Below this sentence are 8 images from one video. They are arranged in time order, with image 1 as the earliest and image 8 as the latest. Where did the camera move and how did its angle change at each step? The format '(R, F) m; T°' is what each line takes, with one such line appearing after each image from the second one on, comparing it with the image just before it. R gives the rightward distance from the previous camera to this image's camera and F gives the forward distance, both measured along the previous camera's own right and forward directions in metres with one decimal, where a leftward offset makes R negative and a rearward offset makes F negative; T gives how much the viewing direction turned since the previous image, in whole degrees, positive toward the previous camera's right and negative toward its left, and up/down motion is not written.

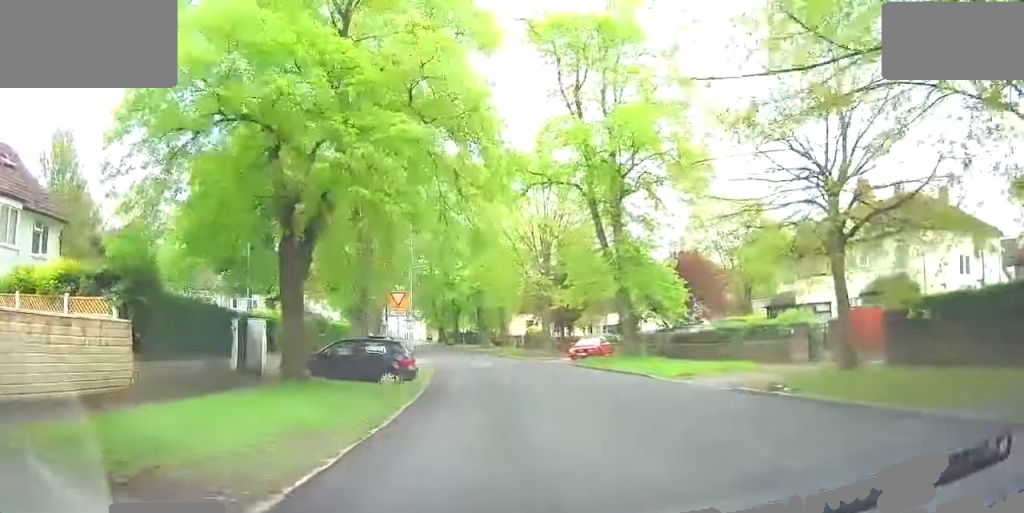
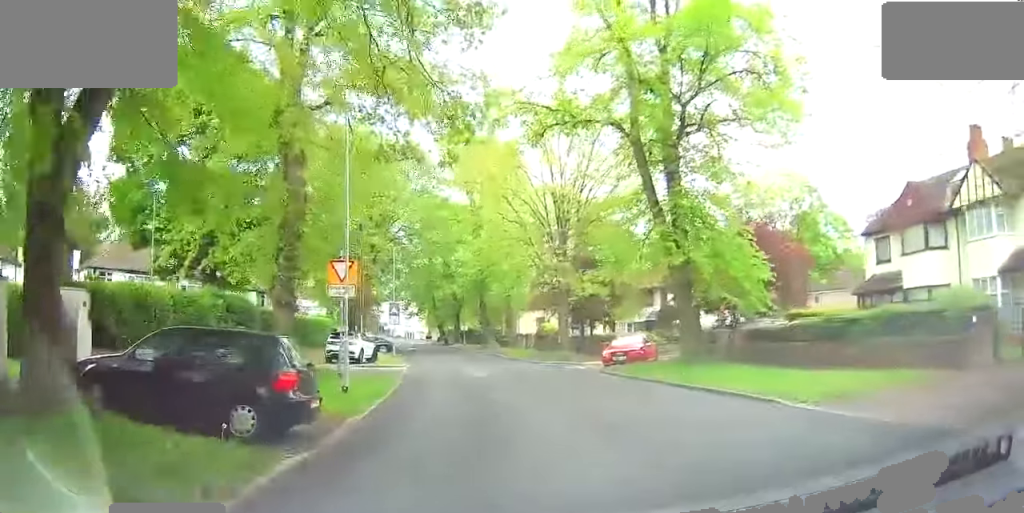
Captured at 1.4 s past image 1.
(+0.4, +9.2) m; +1°
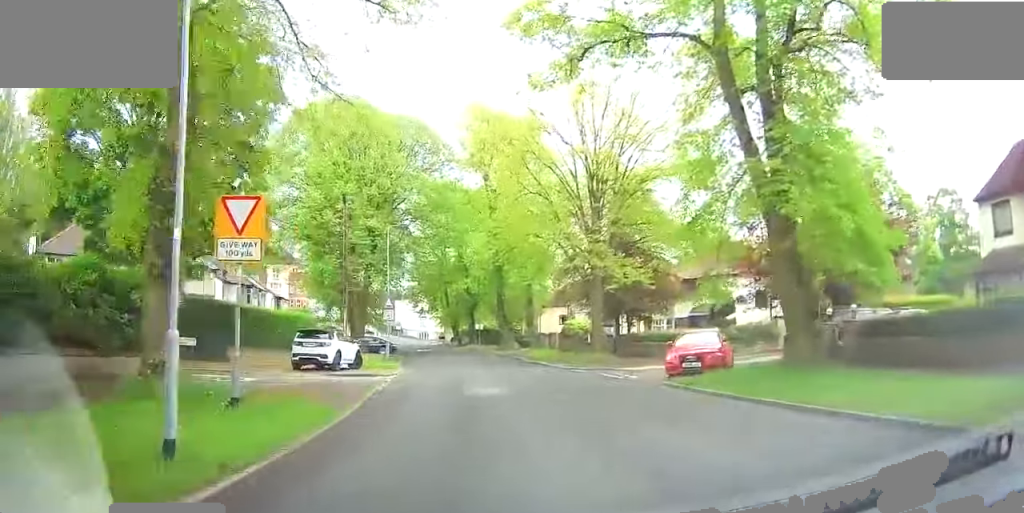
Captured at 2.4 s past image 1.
(-0.2, +7.0) m; -6°
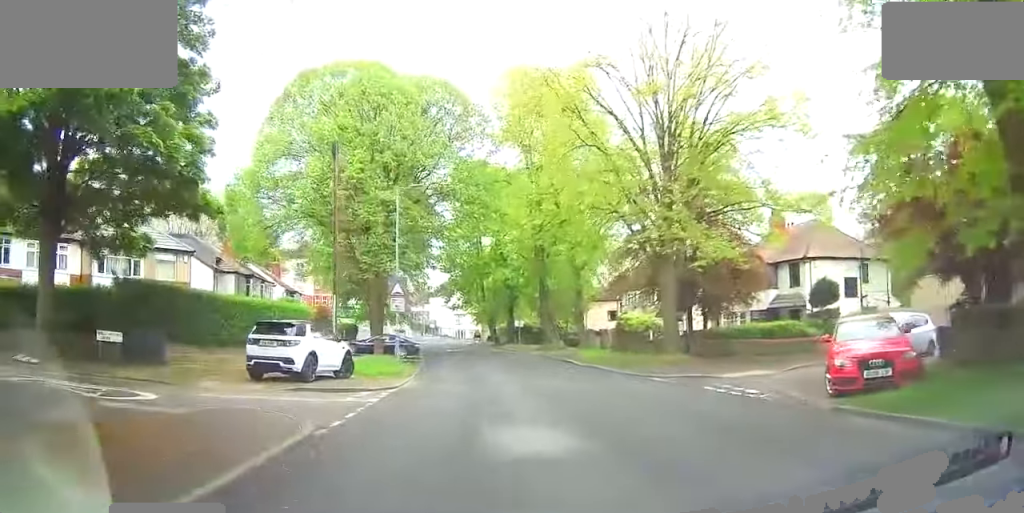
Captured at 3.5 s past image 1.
(-0.6, +6.8) m; -7°
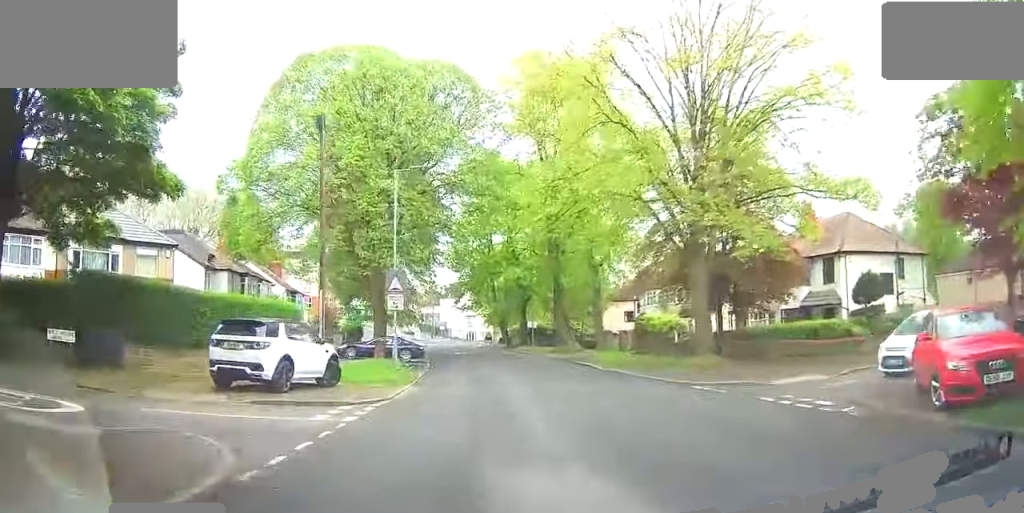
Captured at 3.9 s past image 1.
(0.0, +2.4) m; -1°
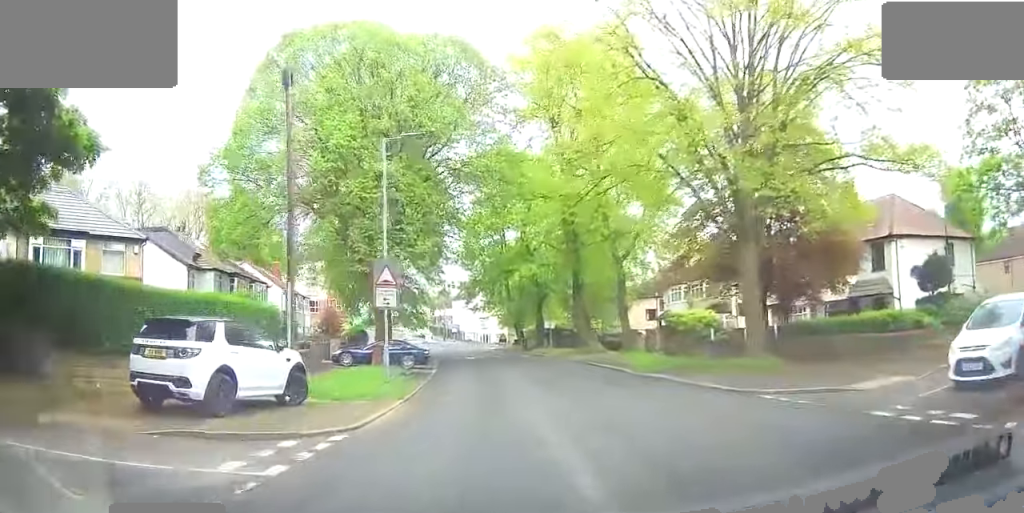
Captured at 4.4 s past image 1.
(0.0, +3.2) m; 0°
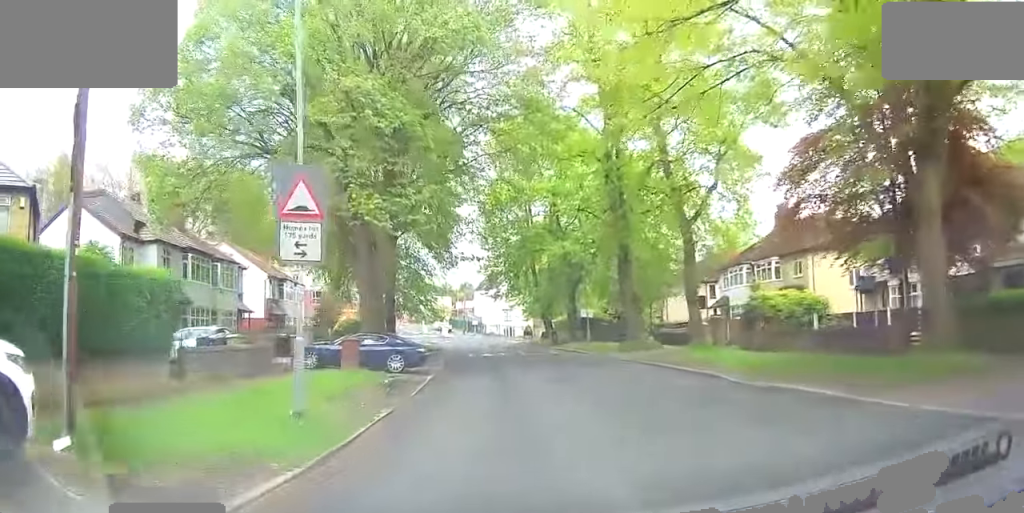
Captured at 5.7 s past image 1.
(0.0, +7.6) m; +2°
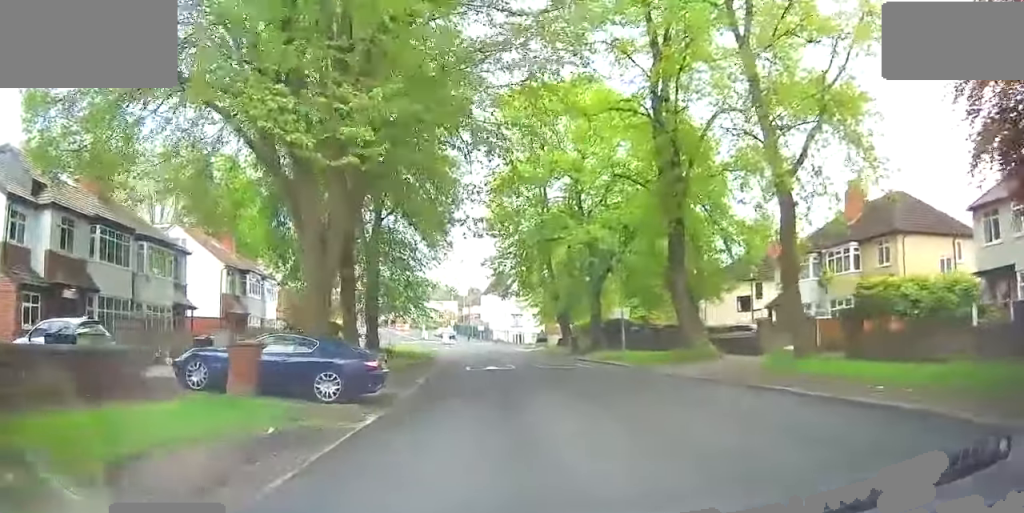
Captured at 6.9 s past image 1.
(+0.4, +8.0) m; +4°
